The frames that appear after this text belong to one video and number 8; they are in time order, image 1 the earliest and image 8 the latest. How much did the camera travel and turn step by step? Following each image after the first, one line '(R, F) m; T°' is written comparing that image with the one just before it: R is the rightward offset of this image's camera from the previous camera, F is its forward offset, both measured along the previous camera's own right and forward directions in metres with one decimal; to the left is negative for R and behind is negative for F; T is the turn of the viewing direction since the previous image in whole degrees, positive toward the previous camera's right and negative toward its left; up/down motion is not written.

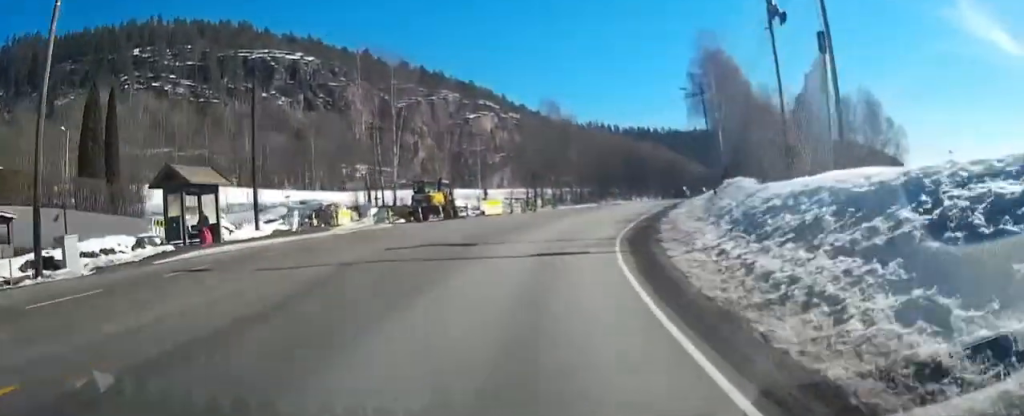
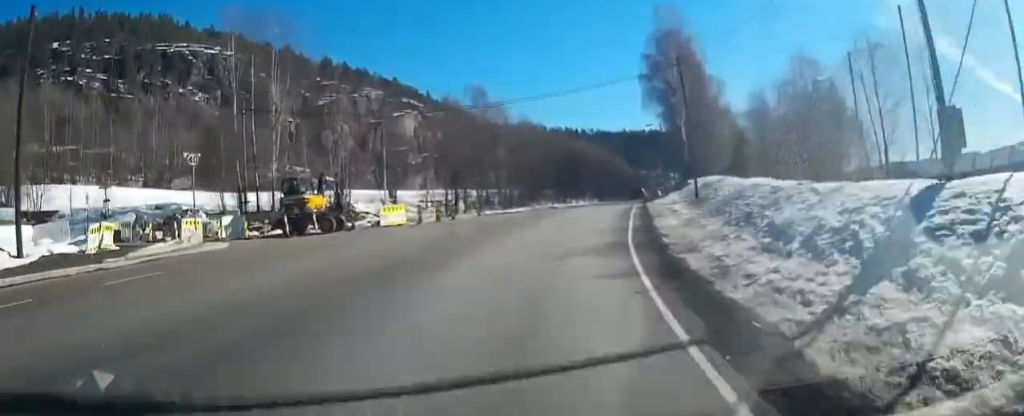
(+1.2, +12.9) m; +9°
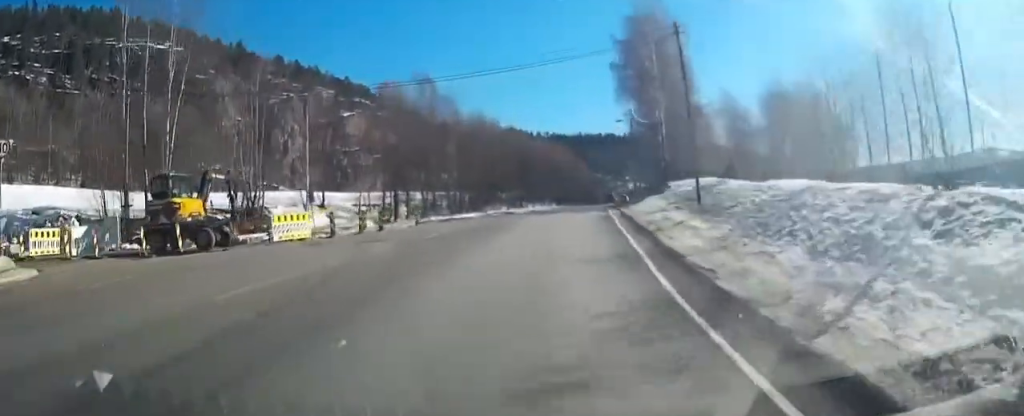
(+0.1, +8.8) m; +4°
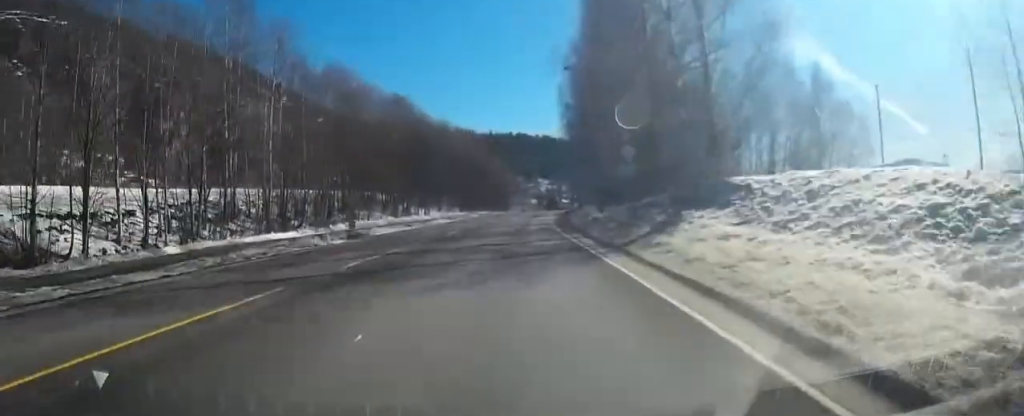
(+3.9, +30.7) m; +11°
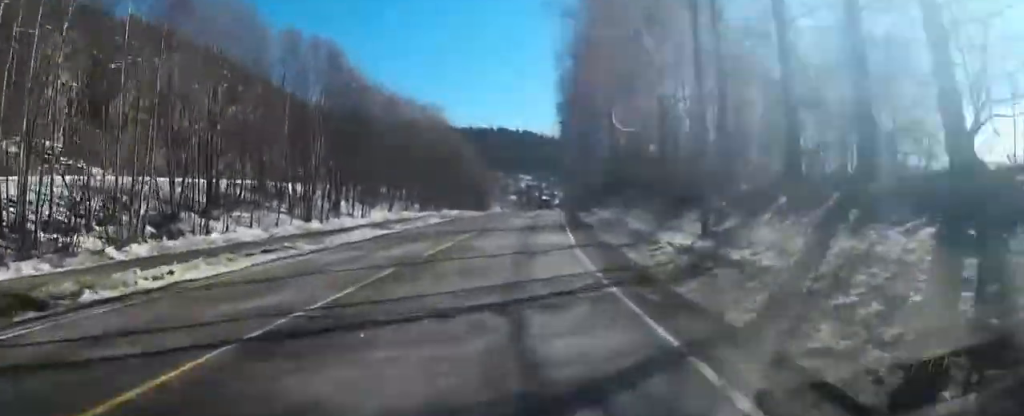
(+0.7, +21.9) m; +3°
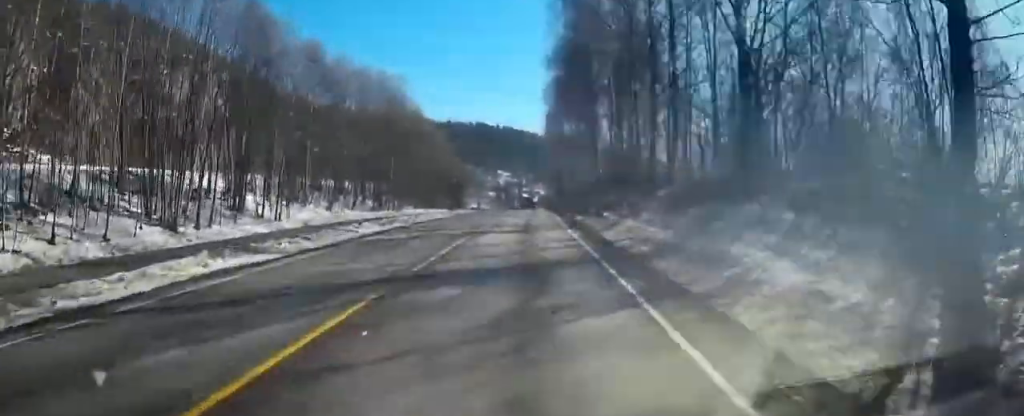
(+0.2, +14.8) m; +1°
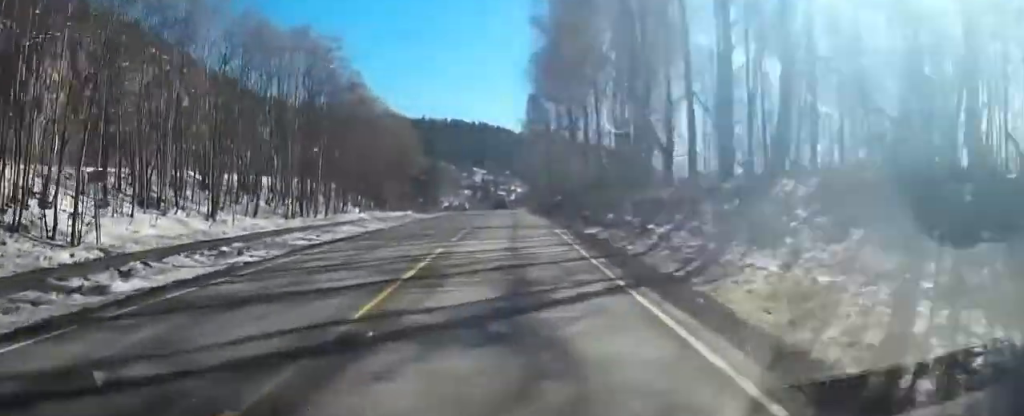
(0.0, +15.9) m; +1°
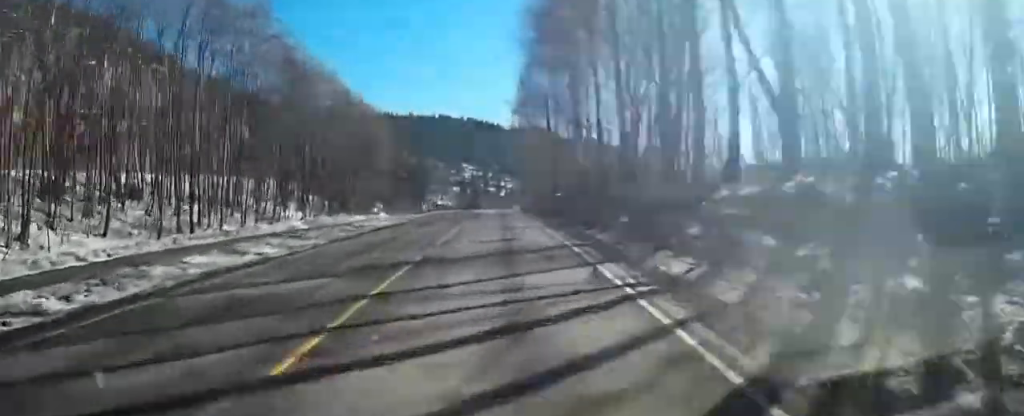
(+0.2, +13.4) m; +1°
